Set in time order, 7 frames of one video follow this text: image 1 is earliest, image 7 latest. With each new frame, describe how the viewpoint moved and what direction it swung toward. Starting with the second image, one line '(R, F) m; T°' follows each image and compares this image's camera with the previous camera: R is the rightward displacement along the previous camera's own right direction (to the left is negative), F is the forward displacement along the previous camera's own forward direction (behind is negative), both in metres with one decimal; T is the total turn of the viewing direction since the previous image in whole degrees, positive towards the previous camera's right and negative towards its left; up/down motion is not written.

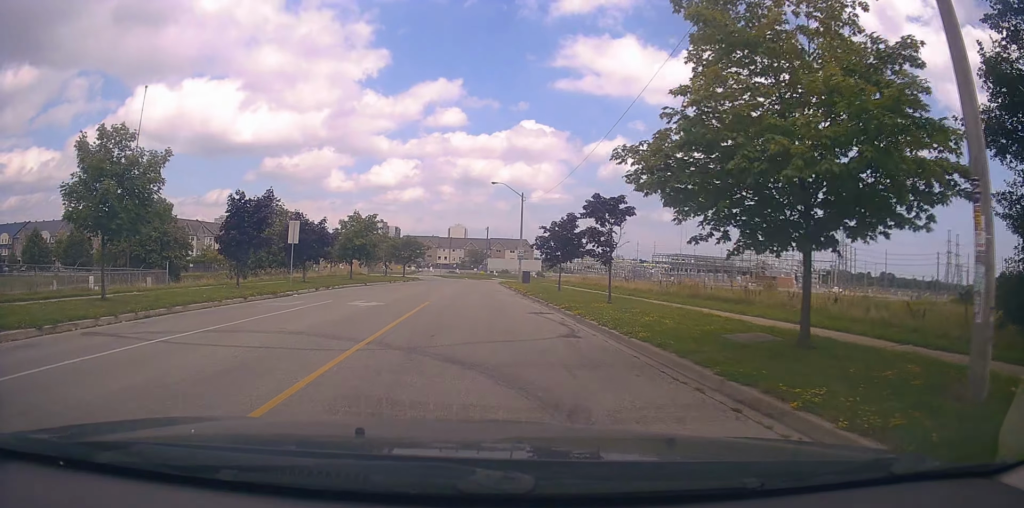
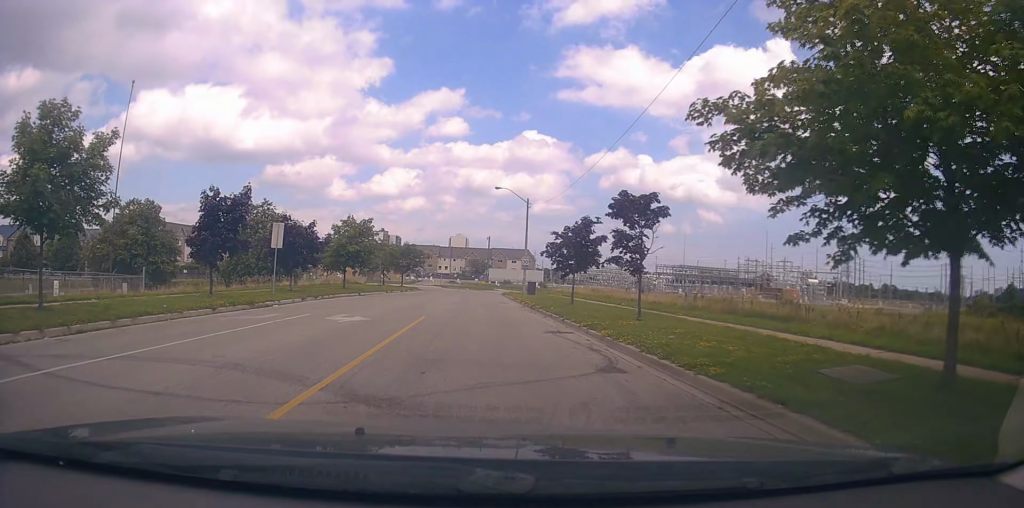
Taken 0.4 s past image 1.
(+0.3, +3.0) m; 0°
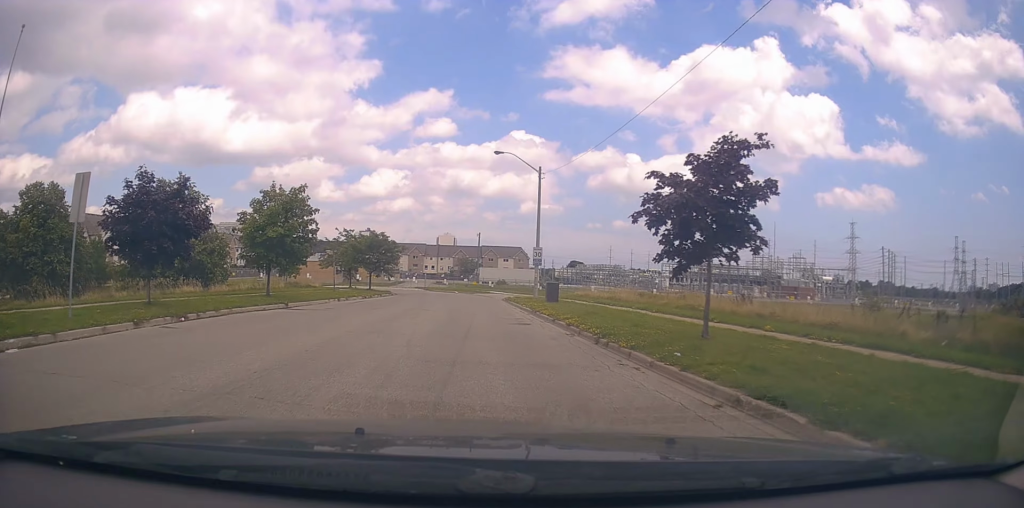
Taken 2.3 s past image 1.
(-0.5, +13.7) m; -3°
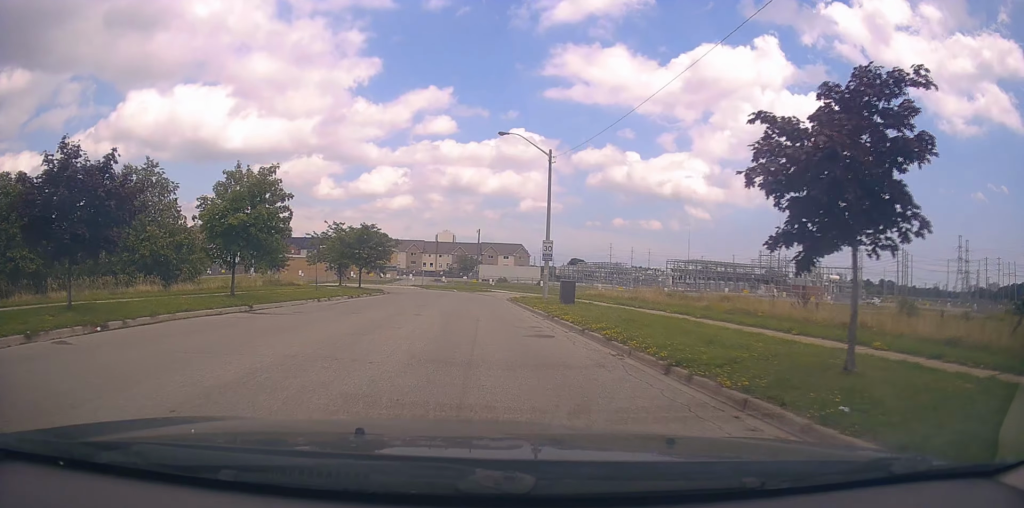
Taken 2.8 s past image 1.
(-0.1, +4.1) m; +2°
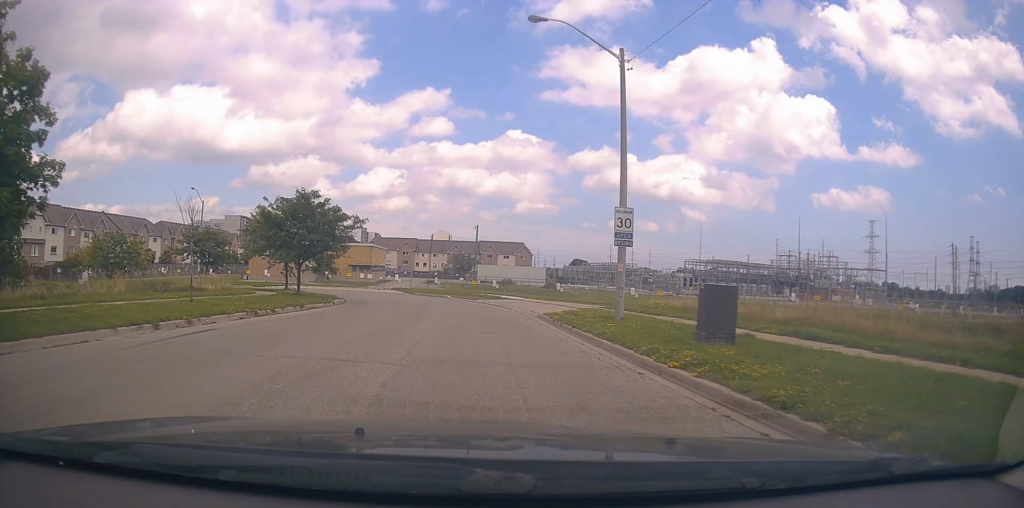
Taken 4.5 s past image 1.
(+0.2, +15.6) m; +1°
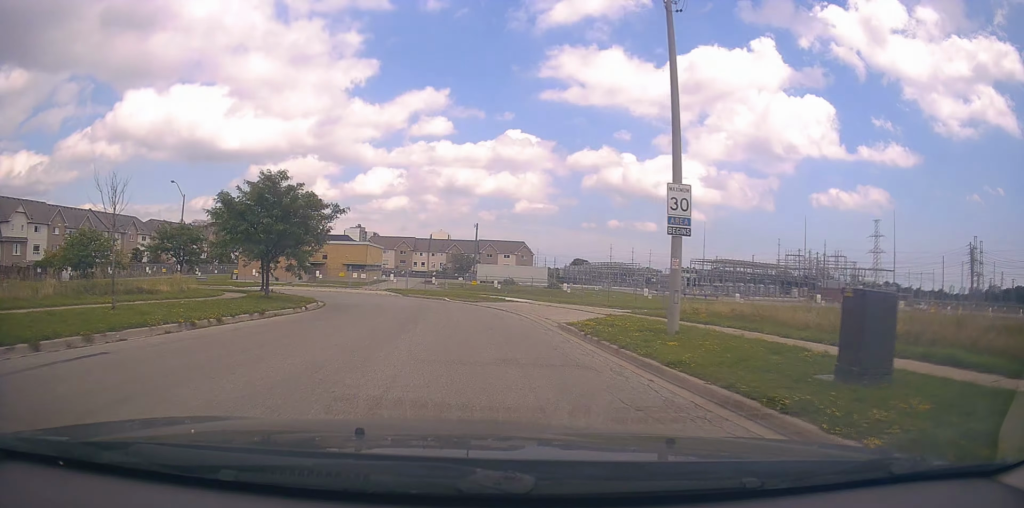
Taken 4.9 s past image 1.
(-0.3, +4.5) m; +1°
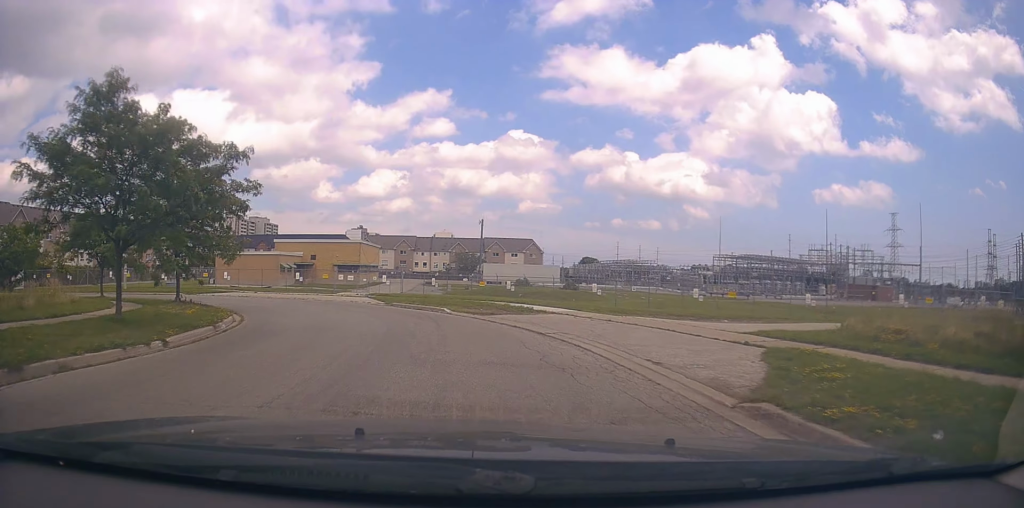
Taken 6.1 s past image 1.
(+0.6, +11.2) m; 0°
